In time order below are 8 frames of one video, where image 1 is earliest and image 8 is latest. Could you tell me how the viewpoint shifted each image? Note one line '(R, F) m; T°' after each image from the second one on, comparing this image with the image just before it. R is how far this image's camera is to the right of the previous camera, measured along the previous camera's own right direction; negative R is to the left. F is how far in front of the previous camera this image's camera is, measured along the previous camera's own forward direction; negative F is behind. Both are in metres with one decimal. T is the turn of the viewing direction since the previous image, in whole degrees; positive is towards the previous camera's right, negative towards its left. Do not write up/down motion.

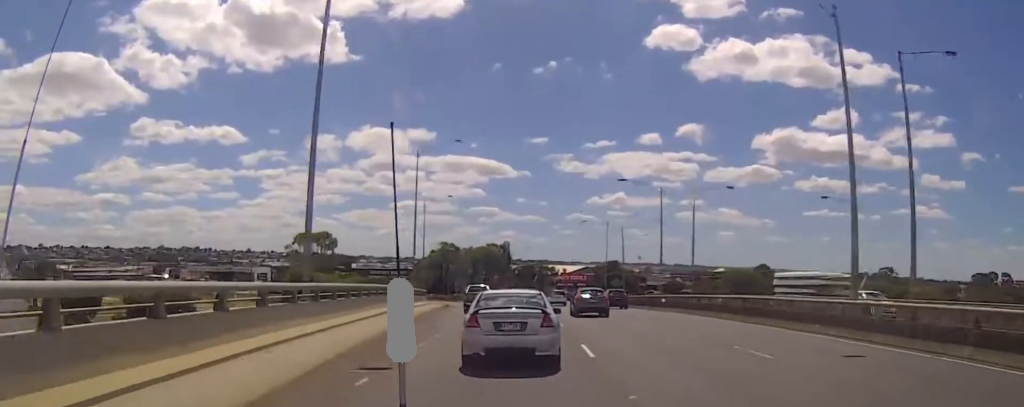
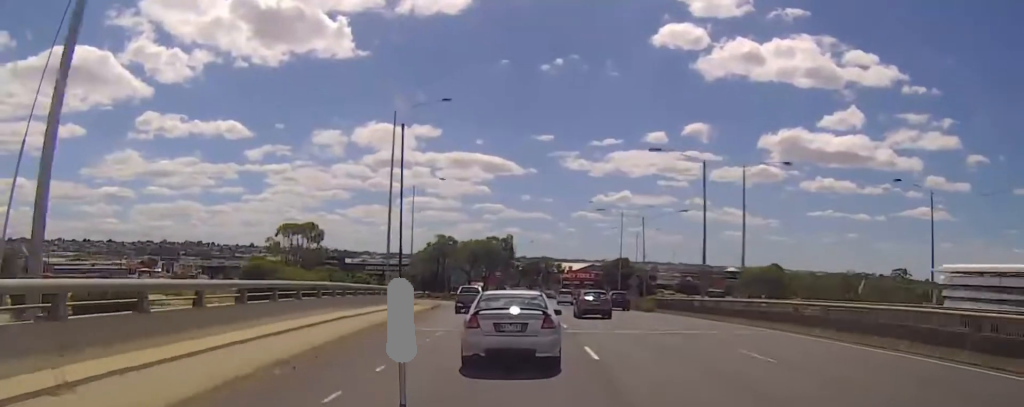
(-0.4, +11.9) m; 0°
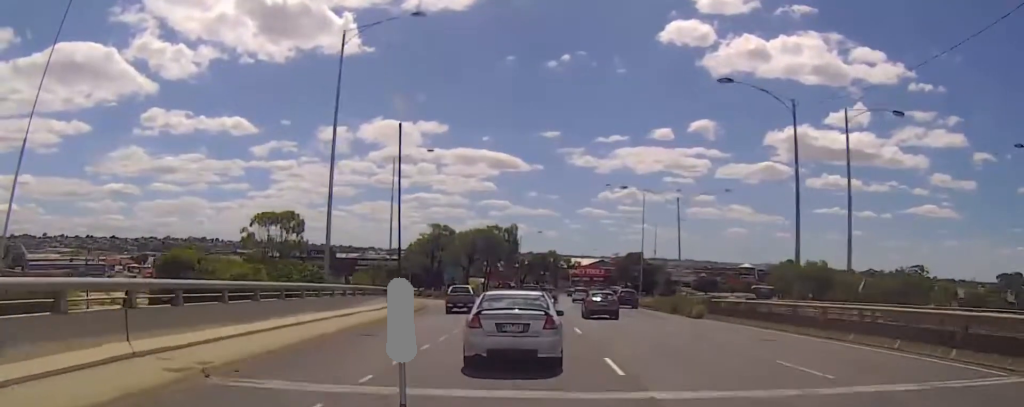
(0.0, +14.1) m; 0°
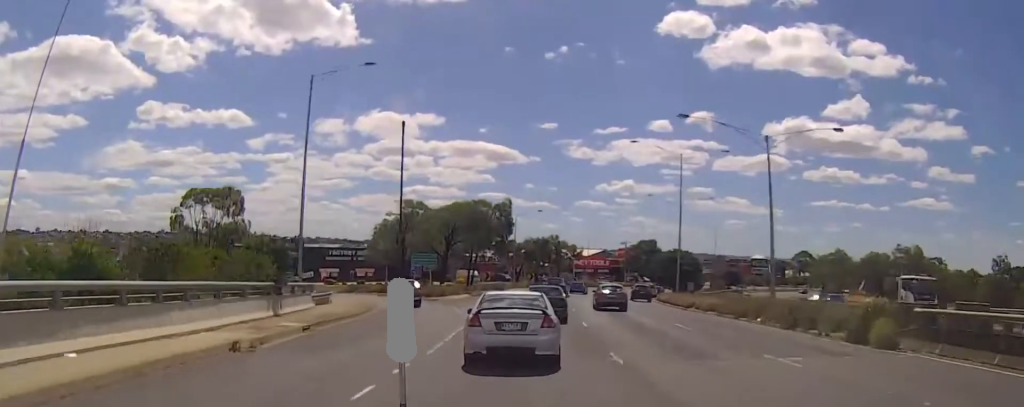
(-0.2, +22.9) m; -2°
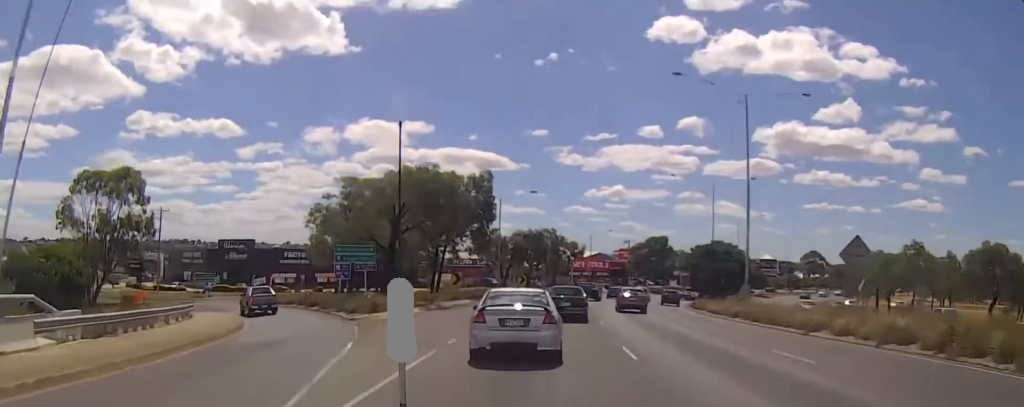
(-0.3, +22.6) m; +2°
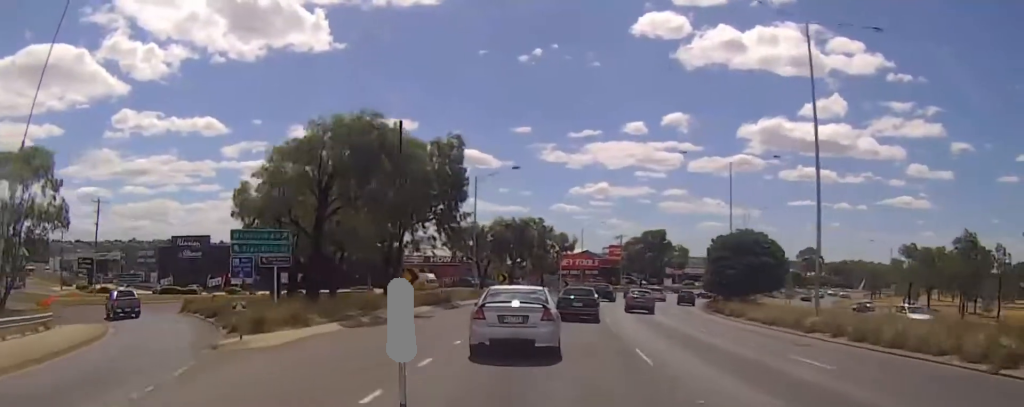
(+0.6, +12.7) m; 0°
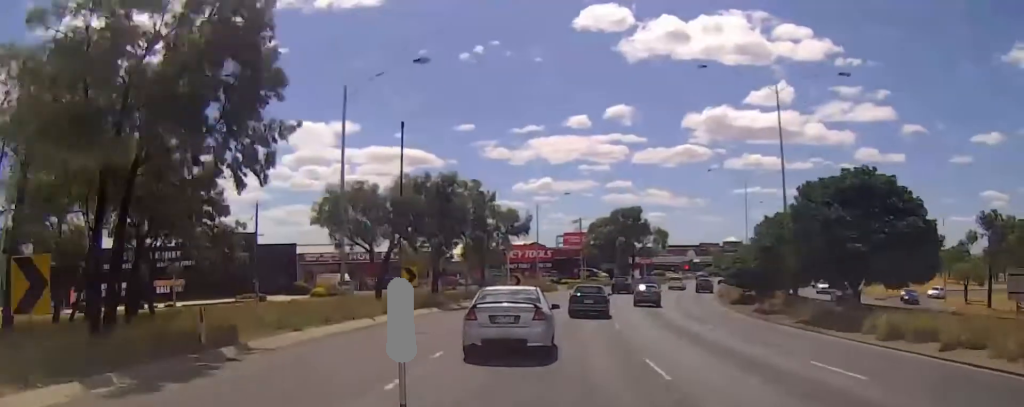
(-0.3, +26.1) m; +2°
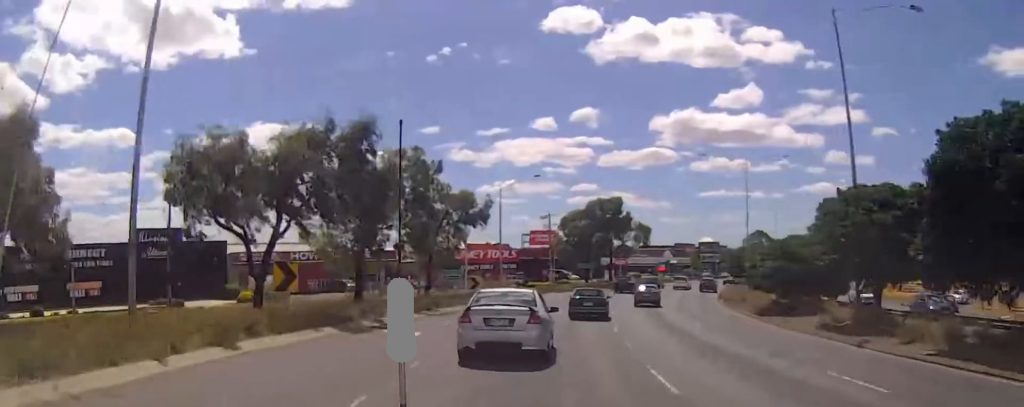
(+0.3, +13.1) m; +6°
